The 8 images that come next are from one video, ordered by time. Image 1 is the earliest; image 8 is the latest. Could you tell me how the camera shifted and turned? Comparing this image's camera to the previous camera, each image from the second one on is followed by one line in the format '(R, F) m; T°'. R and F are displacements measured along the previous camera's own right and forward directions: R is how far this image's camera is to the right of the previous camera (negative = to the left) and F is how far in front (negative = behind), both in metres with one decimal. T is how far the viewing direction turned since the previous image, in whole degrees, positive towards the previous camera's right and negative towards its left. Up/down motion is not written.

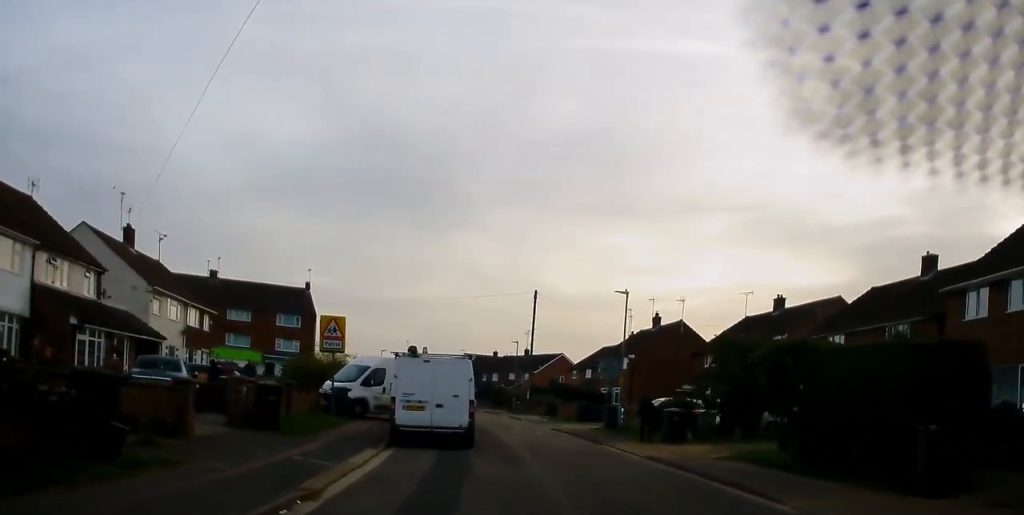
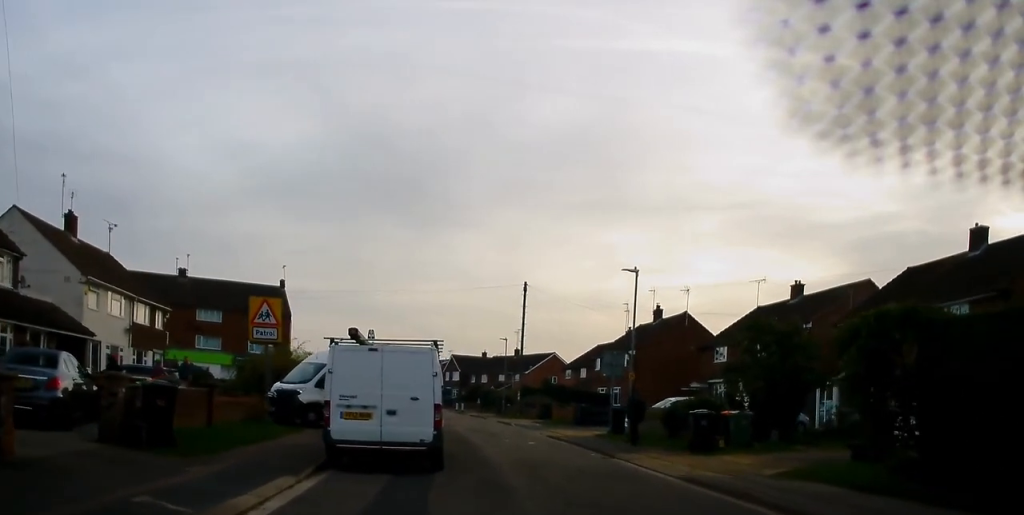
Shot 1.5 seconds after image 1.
(-0.2, +5.8) m; -5°
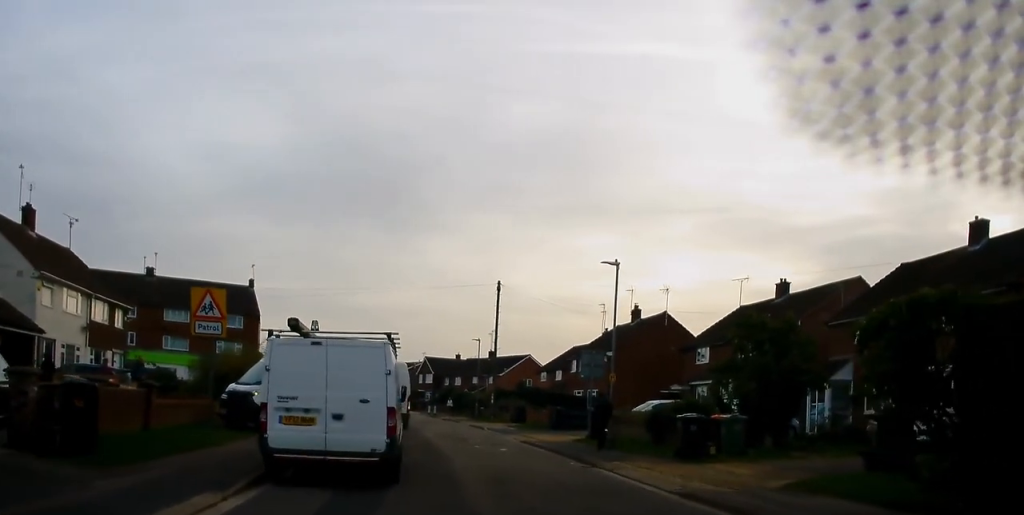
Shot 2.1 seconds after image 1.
(-0.1, +1.9) m; +4°
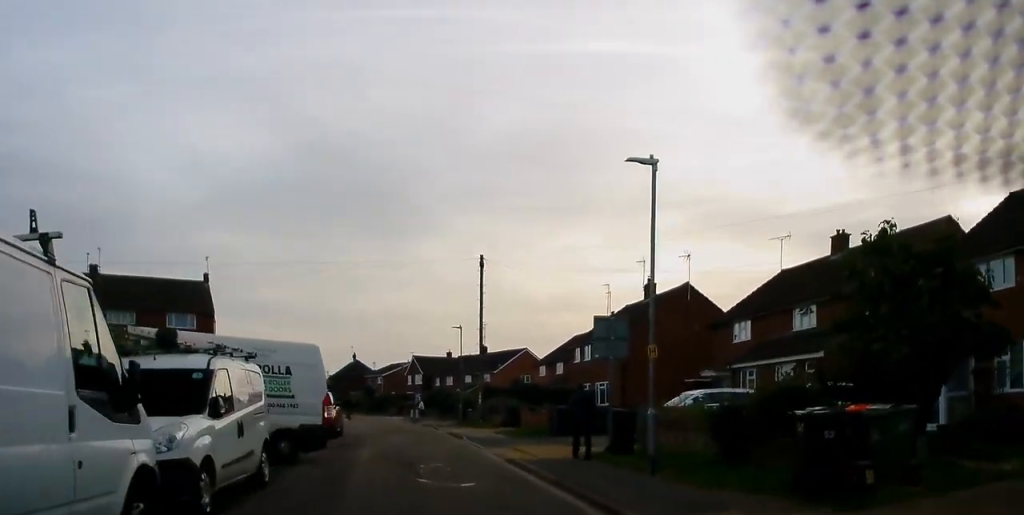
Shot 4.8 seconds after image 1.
(+0.6, +8.9) m; 0°
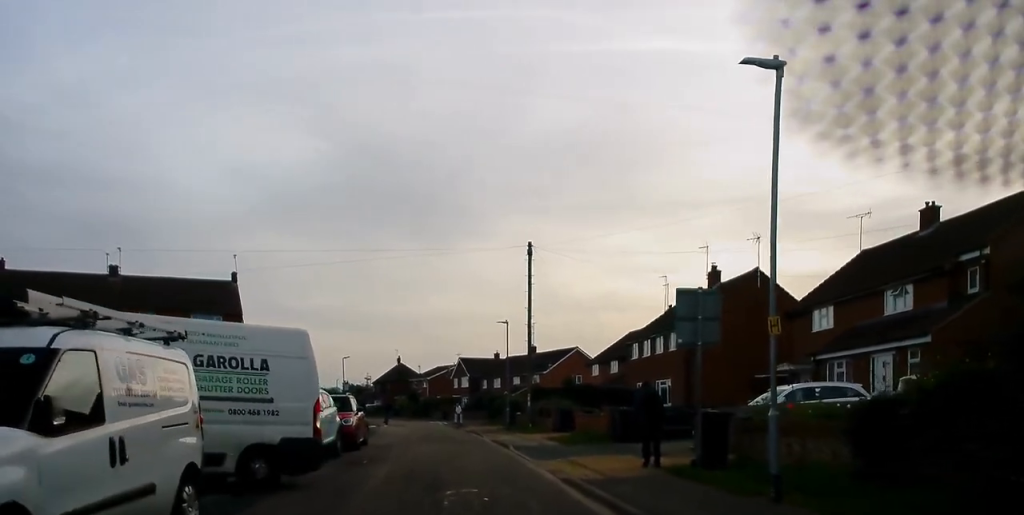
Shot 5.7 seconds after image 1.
(0.0, +3.8) m; 0°
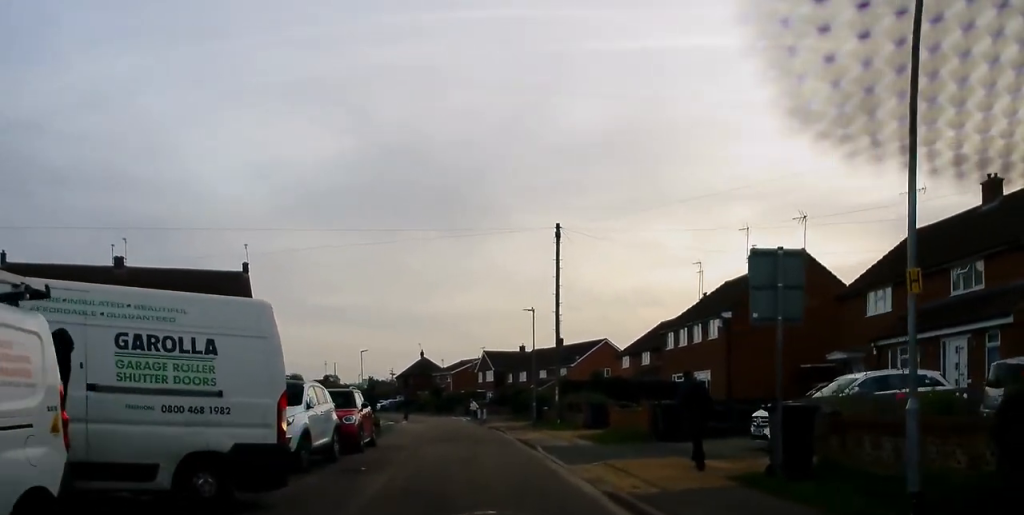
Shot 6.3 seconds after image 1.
(0.0, +2.7) m; +1°
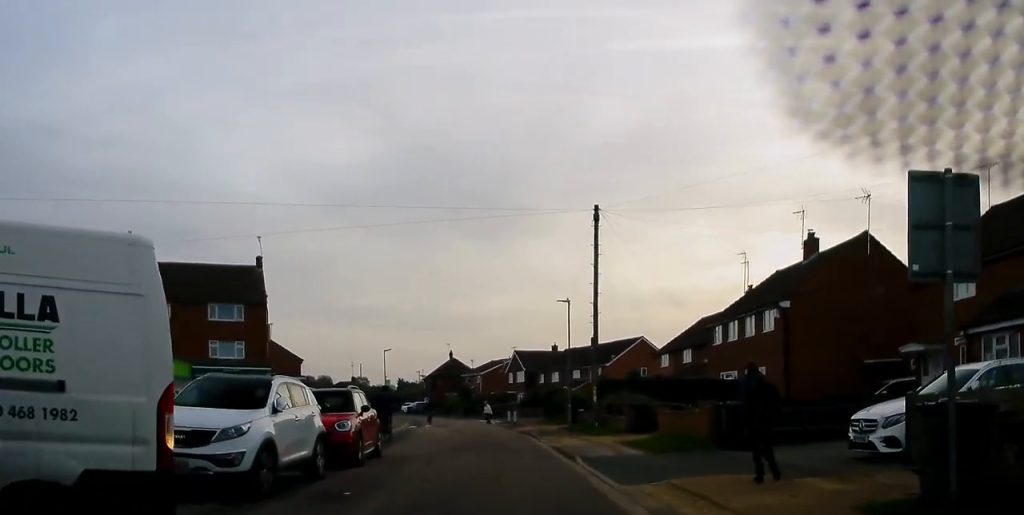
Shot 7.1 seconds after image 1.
(0.0, +3.6) m; -2°
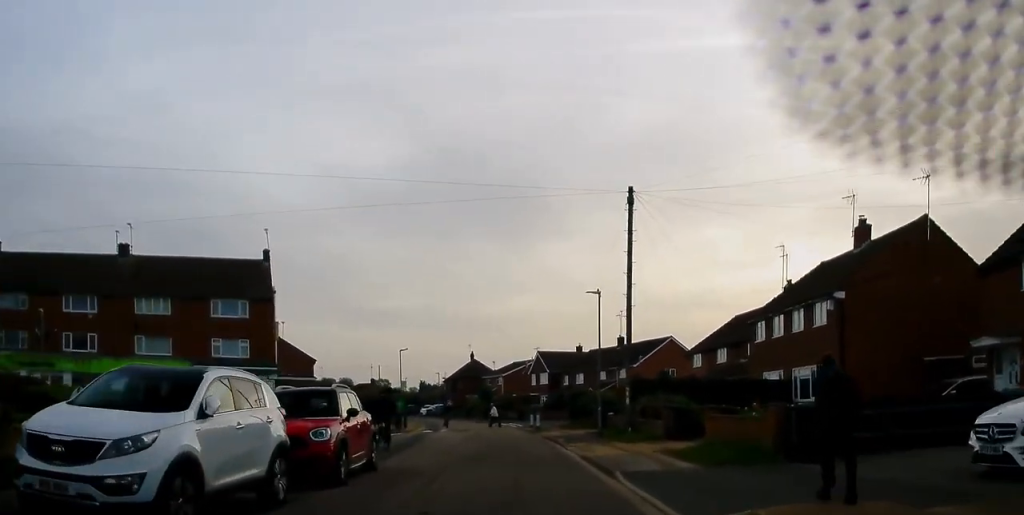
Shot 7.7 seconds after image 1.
(+0.1, +3.2) m; -3°
